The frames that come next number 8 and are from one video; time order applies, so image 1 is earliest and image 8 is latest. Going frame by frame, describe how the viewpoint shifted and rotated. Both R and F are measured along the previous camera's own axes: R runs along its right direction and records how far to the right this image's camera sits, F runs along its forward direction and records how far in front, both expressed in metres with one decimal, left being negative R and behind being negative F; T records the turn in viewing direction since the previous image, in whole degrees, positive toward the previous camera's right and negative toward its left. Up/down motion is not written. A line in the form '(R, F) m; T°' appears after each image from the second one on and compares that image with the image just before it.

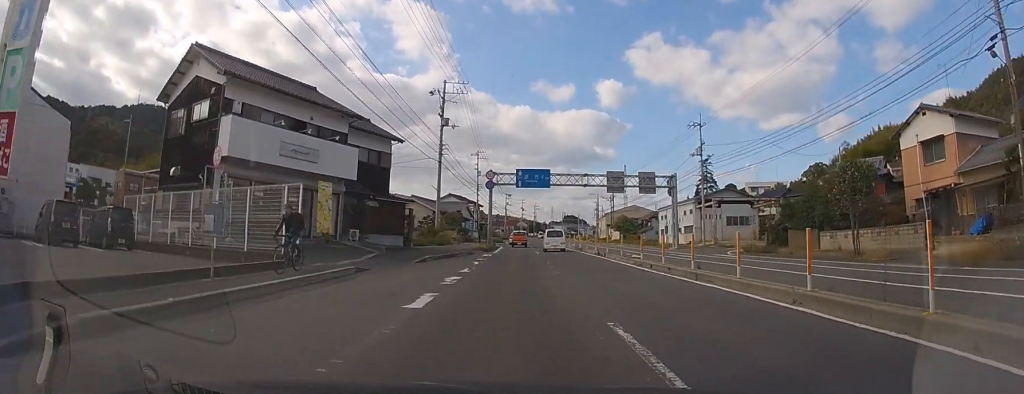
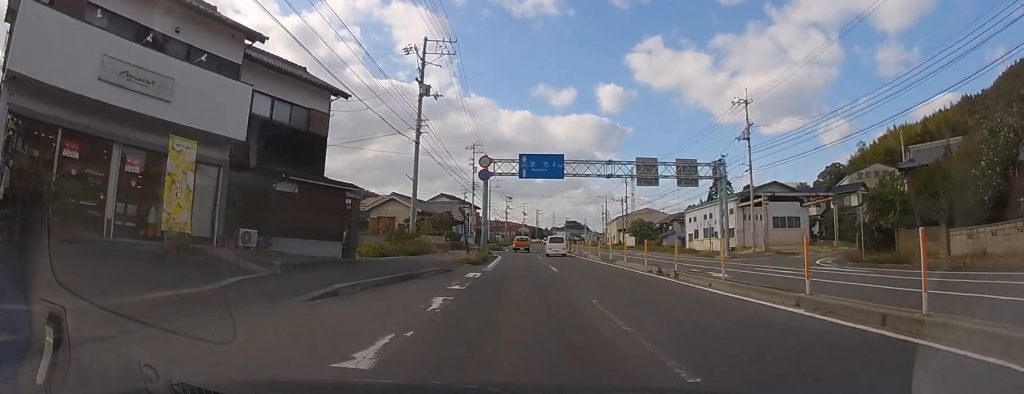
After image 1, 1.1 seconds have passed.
(-0.1, +11.2) m; 0°
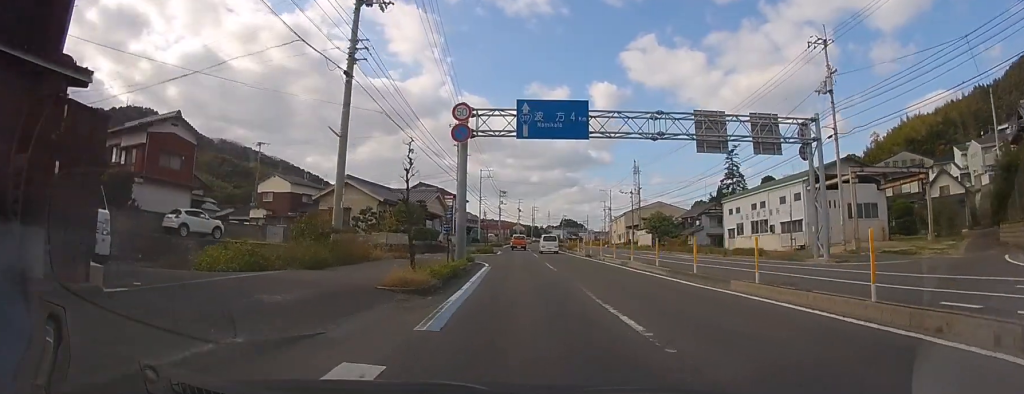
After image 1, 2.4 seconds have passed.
(0.0, +13.8) m; +1°
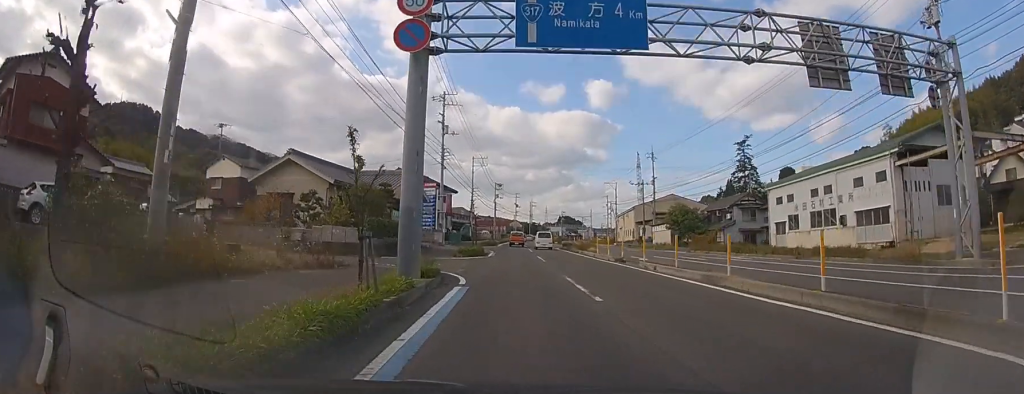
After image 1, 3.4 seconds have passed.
(+0.1, +10.6) m; 0°
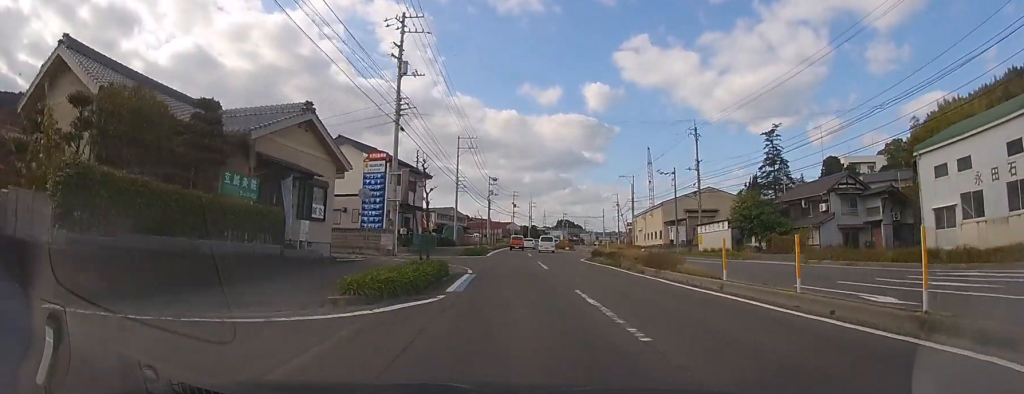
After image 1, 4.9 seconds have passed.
(-0.1, +17.7) m; 0°
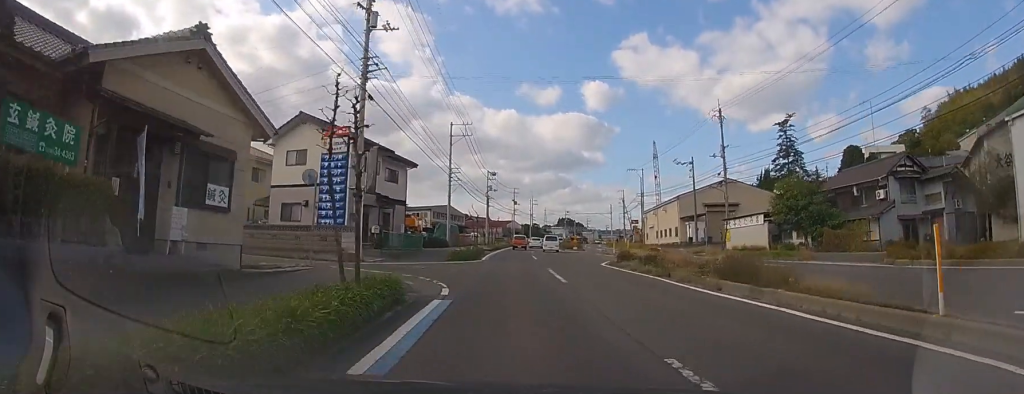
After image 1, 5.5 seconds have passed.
(0.0, +6.8) m; 0°
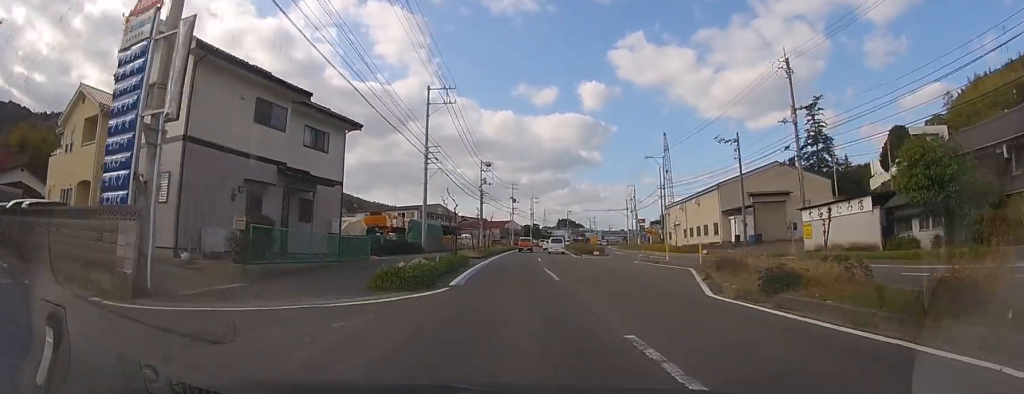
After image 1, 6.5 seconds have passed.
(+0.2, +13.2) m; +1°
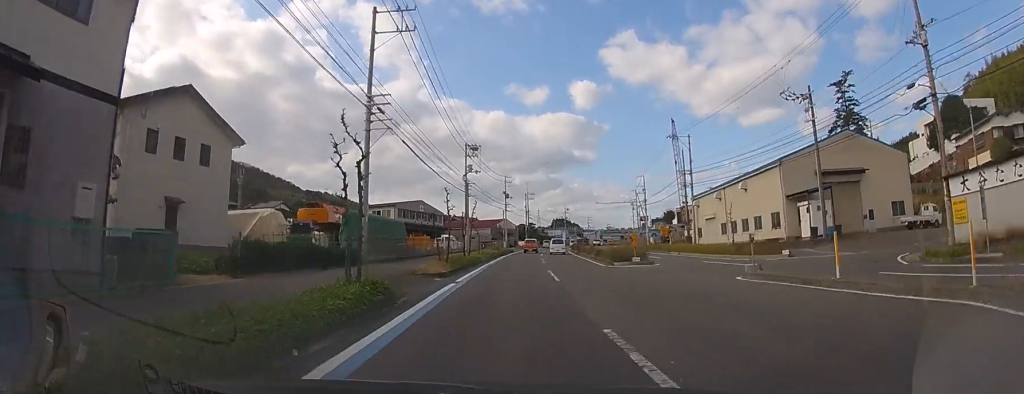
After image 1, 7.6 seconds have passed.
(0.0, +14.1) m; 0°
